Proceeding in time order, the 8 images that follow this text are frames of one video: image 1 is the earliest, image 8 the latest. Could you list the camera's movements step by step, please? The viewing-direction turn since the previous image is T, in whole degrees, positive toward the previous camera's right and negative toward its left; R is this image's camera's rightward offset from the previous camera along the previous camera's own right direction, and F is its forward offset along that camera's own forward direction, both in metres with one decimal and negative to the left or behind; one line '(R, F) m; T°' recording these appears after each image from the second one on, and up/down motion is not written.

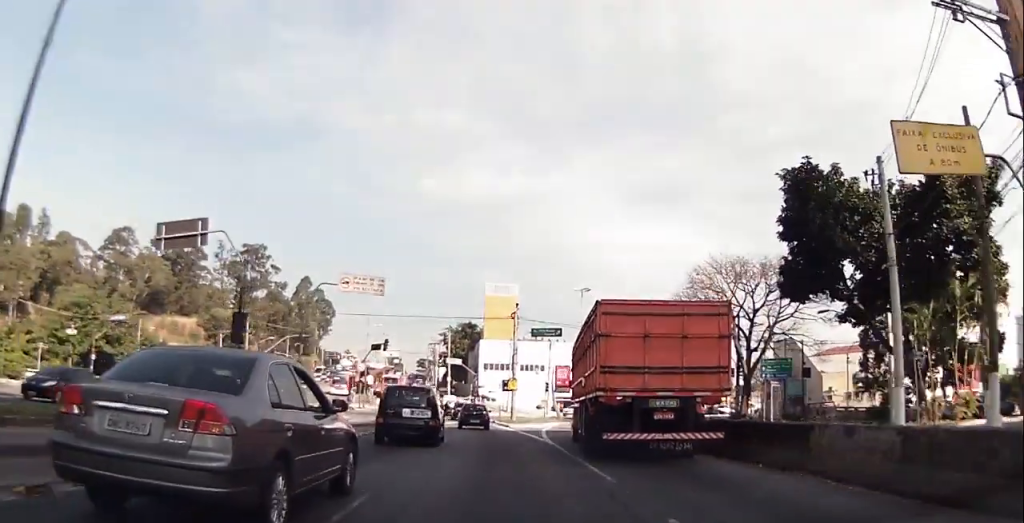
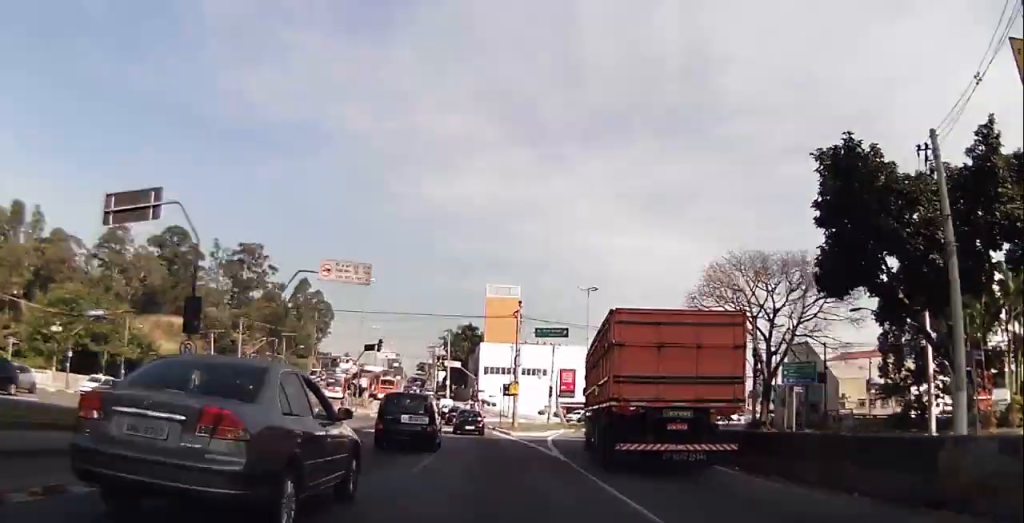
(-0.1, +3.7) m; +1°
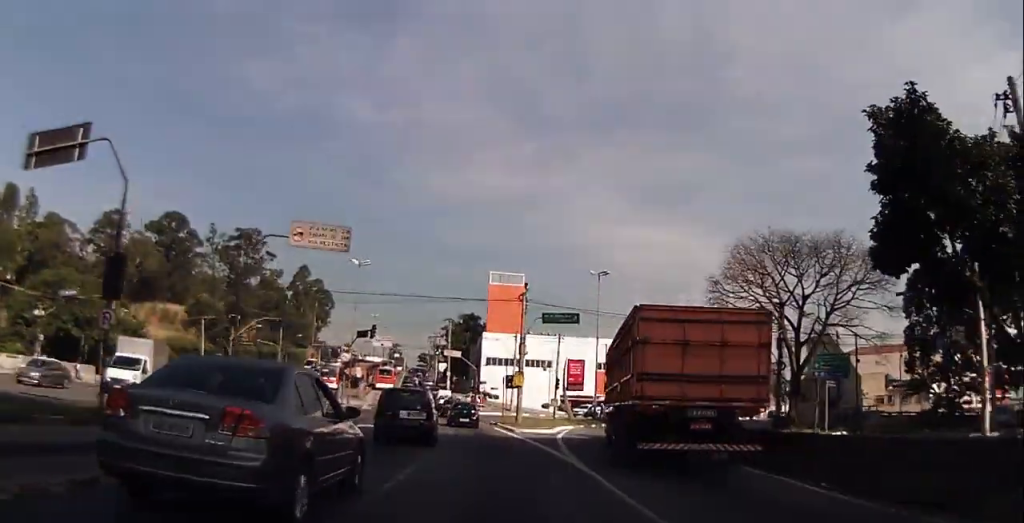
(+0.3, +4.4) m; -1°
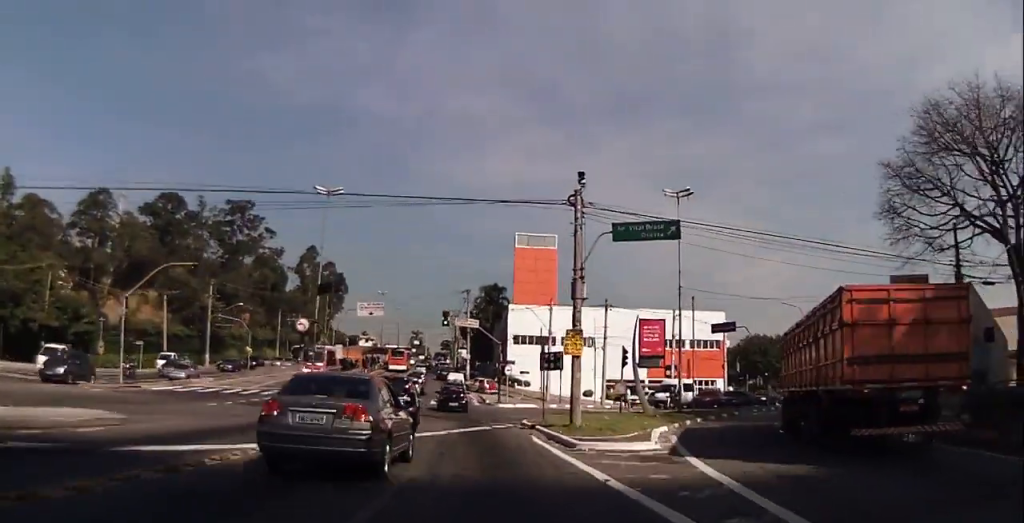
(-0.9, +19.8) m; -5°
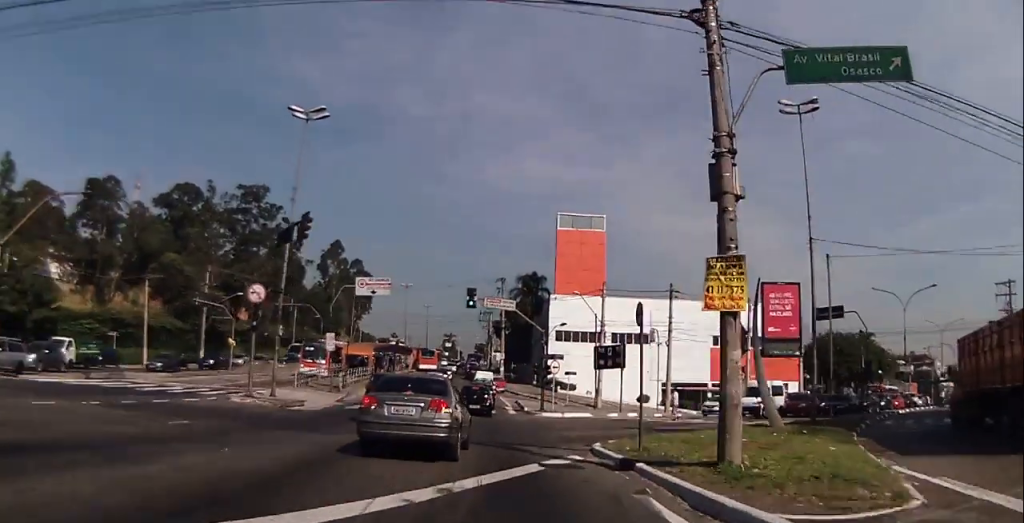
(-0.4, +12.1) m; -2°
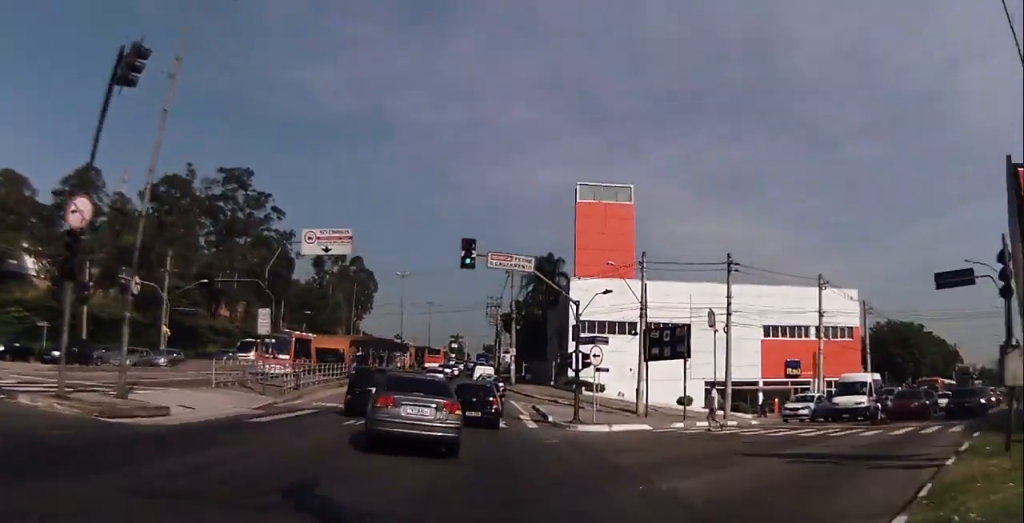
(+0.2, +10.7) m; 0°
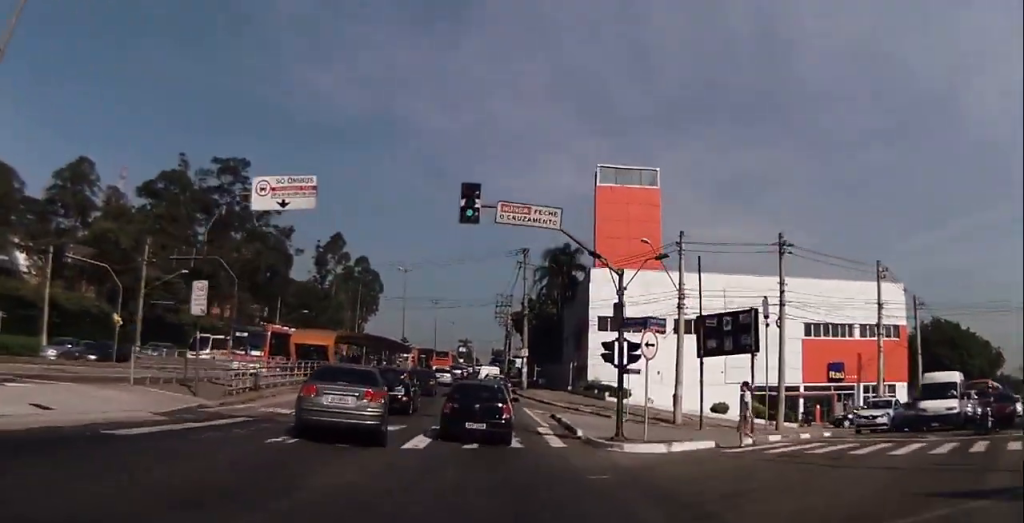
(-0.1, +5.9) m; +1°
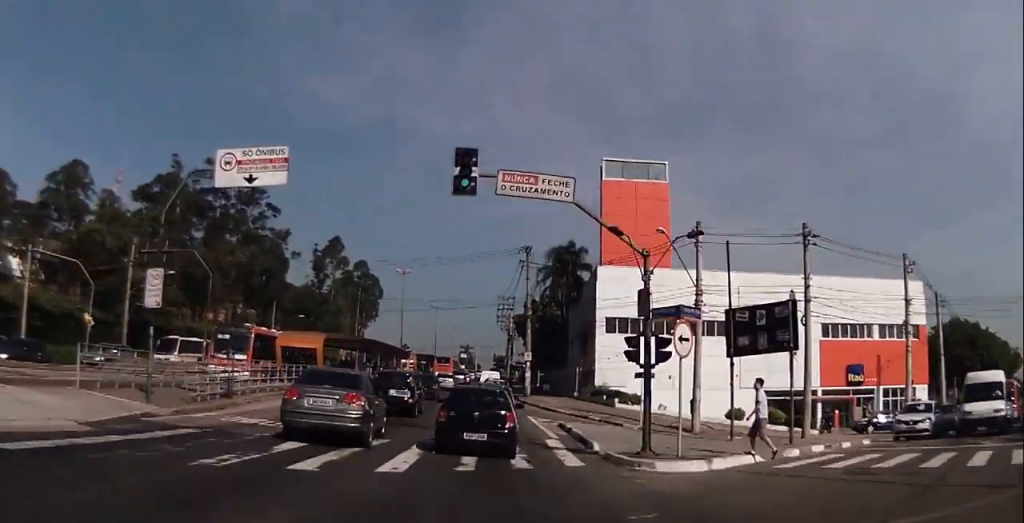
(+0.1, +2.6) m; +1°
